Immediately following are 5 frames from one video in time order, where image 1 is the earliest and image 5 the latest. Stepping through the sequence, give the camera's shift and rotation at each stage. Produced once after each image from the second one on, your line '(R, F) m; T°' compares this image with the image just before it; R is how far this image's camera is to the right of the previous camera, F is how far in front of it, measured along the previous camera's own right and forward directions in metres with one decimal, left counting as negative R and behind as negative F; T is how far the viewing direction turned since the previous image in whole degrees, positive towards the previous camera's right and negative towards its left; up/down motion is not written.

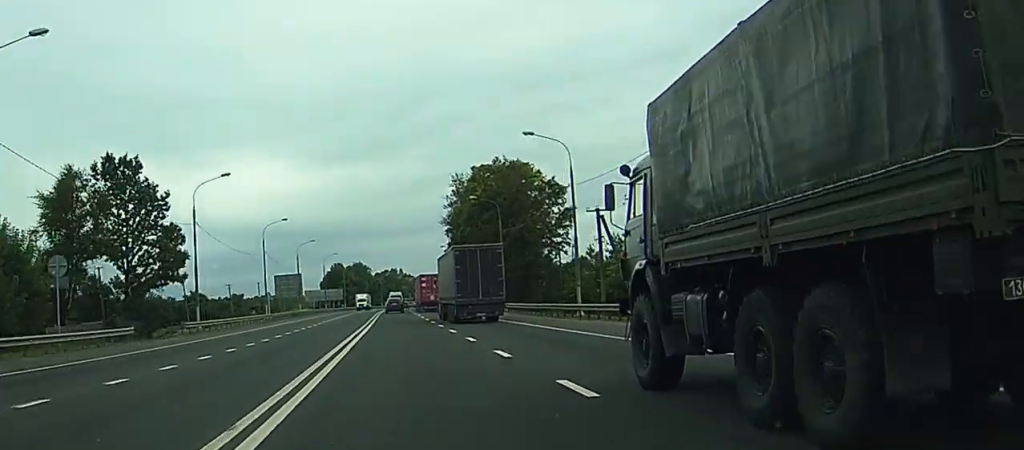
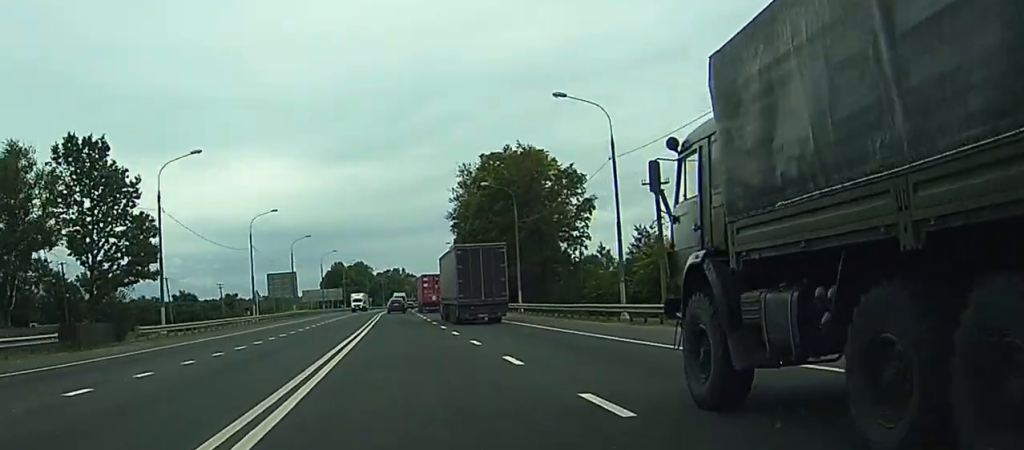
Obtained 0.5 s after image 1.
(0.0, +10.0) m; 0°
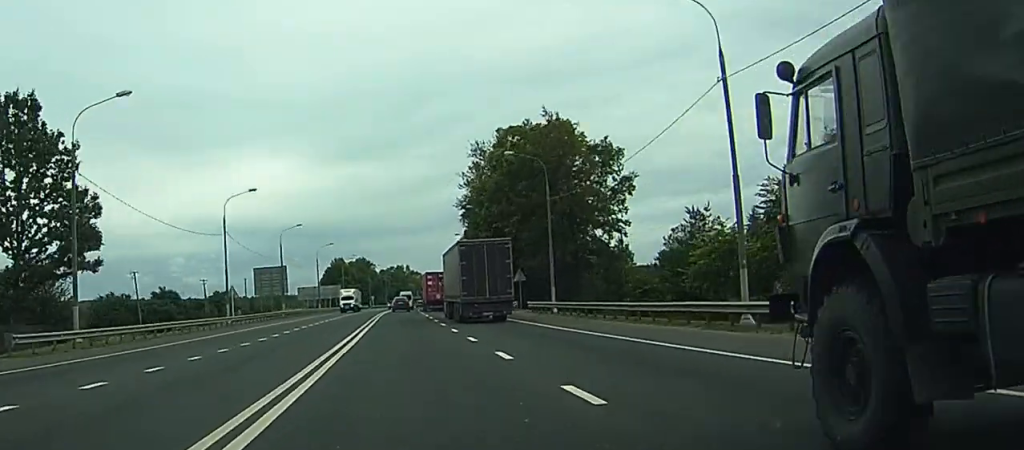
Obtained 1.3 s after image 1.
(0.0, +15.0) m; 0°
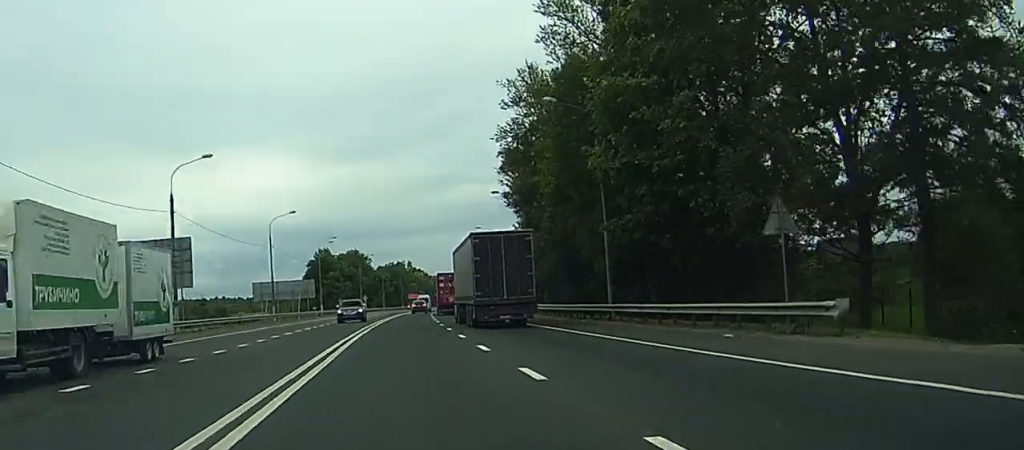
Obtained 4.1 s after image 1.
(-0.2, +52.3) m; -1°
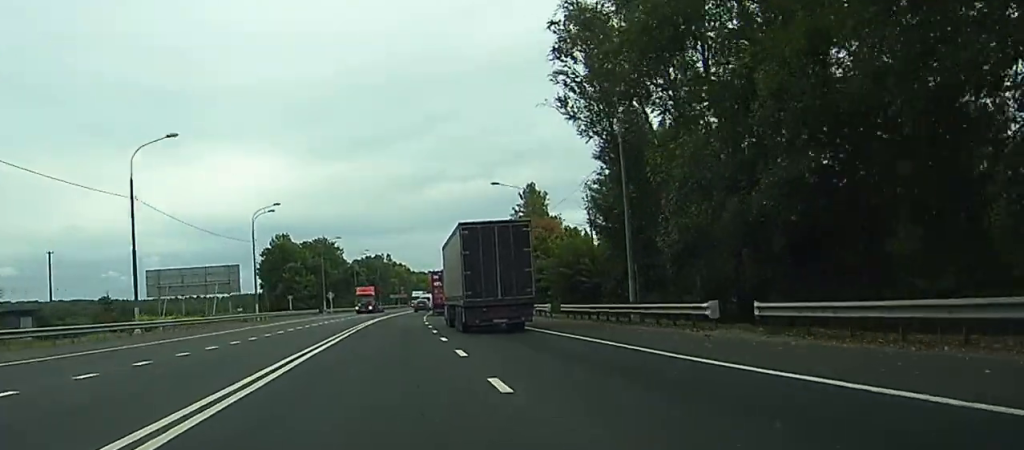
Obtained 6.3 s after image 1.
(+0.4, +41.6) m; +1°
